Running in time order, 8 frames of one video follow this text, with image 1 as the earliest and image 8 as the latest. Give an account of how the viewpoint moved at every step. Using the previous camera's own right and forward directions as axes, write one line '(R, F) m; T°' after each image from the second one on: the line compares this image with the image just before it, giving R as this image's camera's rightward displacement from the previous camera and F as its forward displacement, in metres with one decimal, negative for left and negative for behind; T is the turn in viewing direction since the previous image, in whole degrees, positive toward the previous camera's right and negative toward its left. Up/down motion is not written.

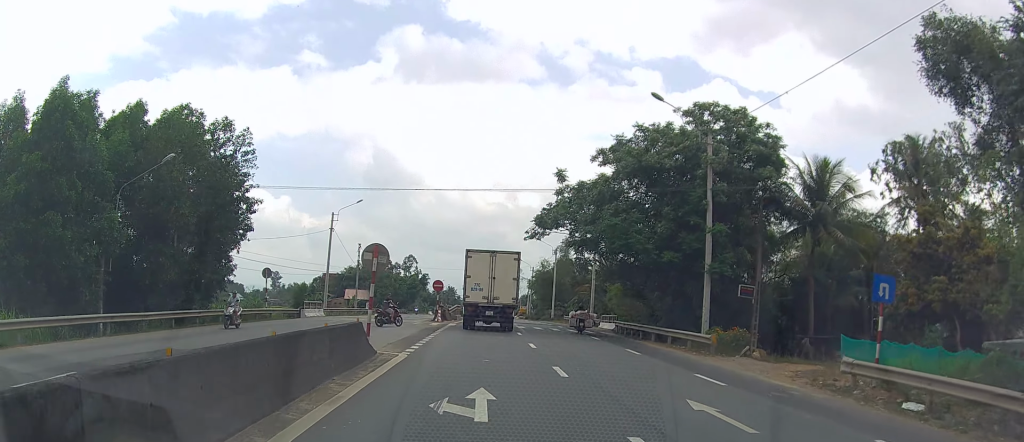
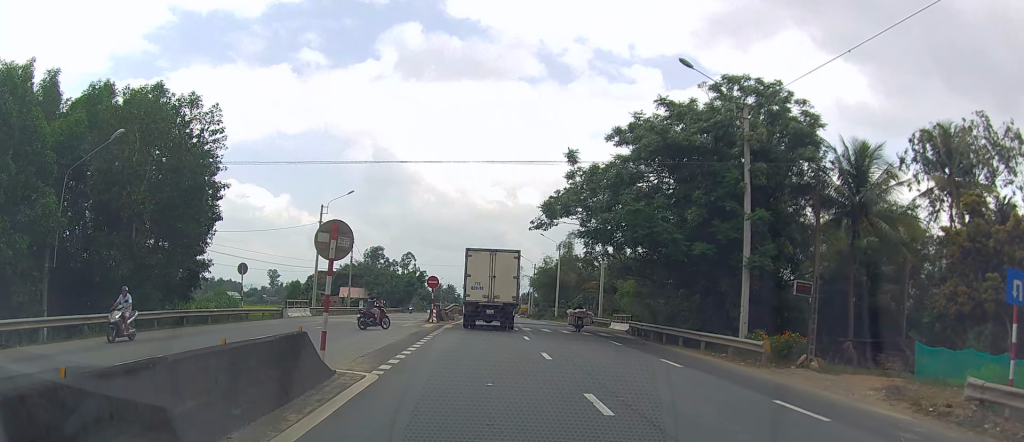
(-0.4, +4.8) m; -2°
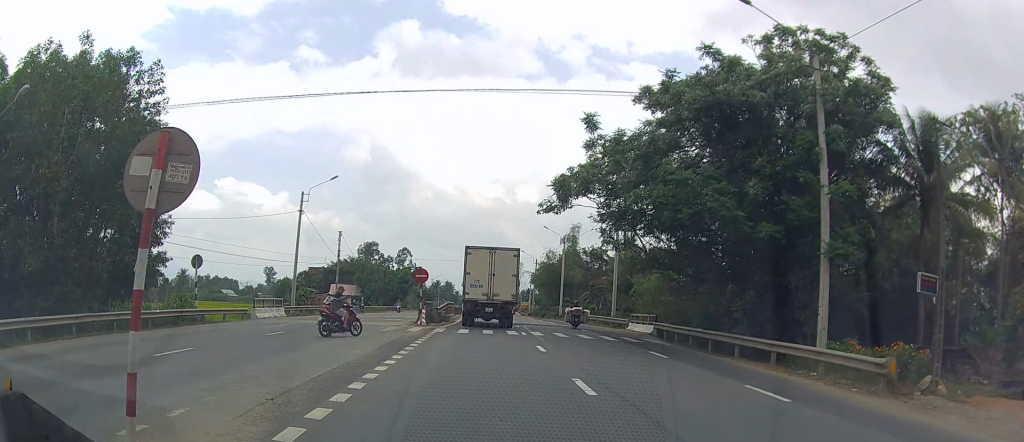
(-0.3, +6.7) m; -2°
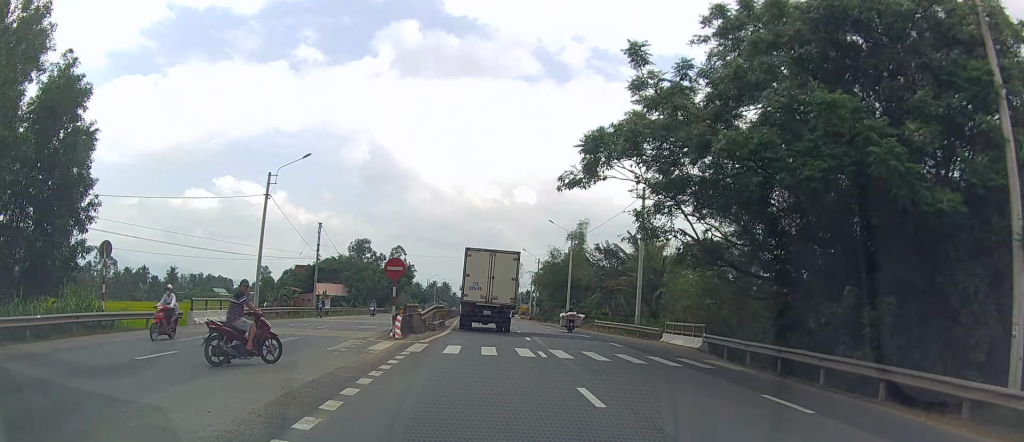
(0.0, +9.0) m; 0°
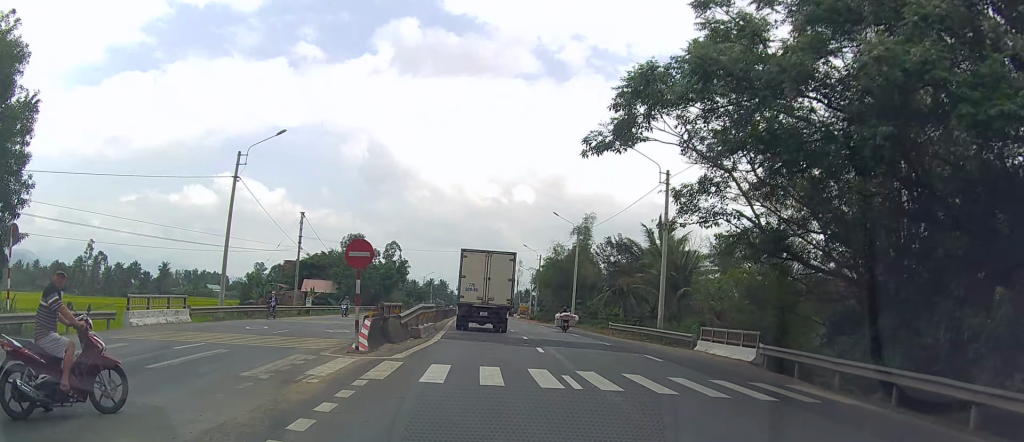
(0.0, +6.3) m; 0°
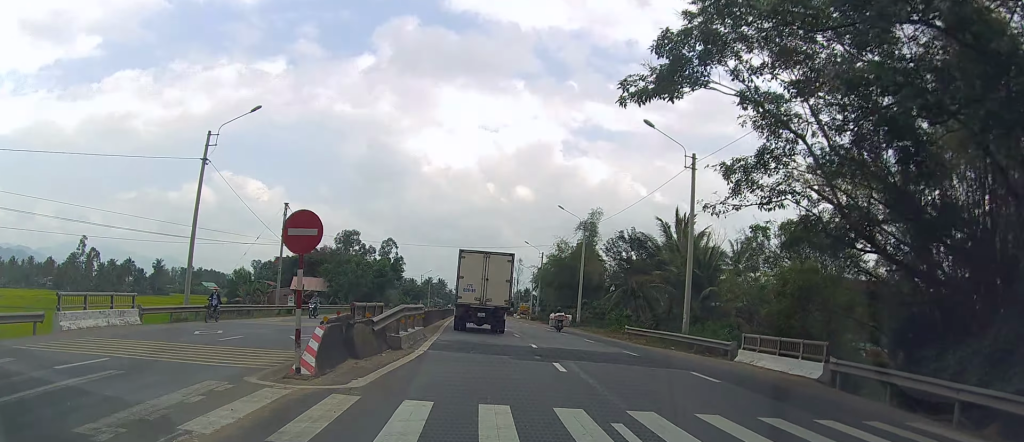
(0.0, +5.1) m; 0°
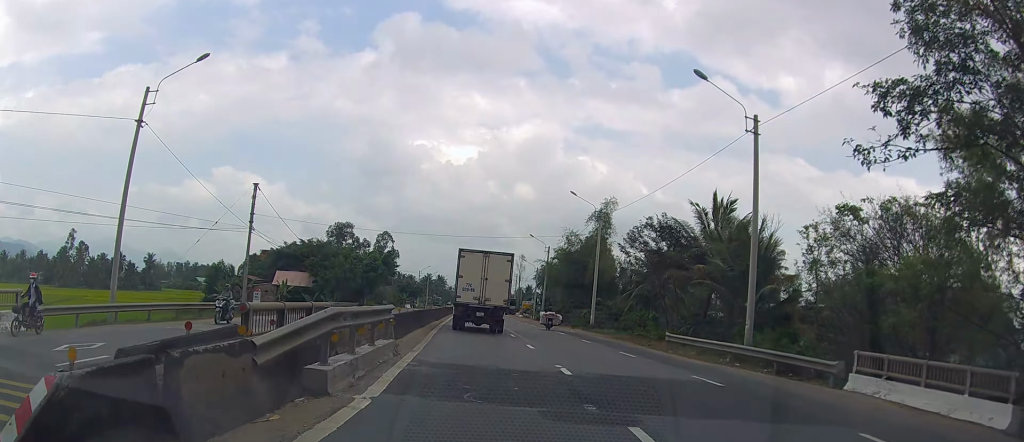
(0.0, +8.2) m; 0°
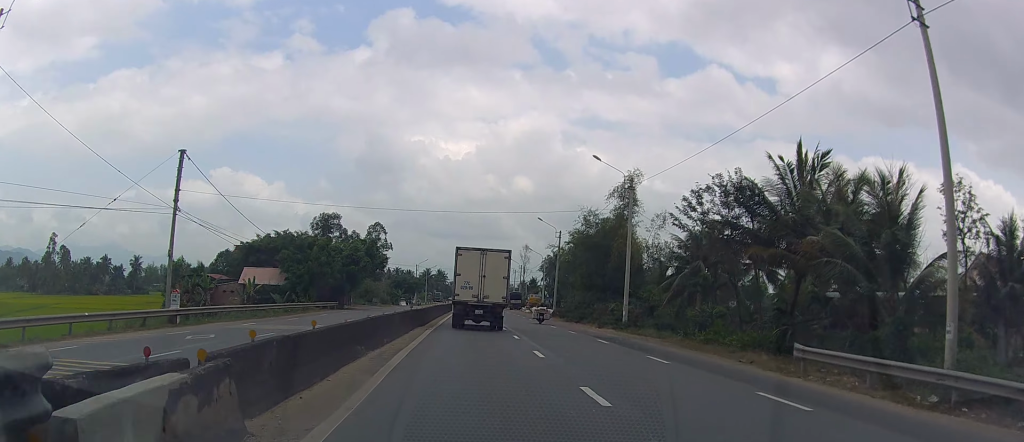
(0.0, +12.6) m; 0°
